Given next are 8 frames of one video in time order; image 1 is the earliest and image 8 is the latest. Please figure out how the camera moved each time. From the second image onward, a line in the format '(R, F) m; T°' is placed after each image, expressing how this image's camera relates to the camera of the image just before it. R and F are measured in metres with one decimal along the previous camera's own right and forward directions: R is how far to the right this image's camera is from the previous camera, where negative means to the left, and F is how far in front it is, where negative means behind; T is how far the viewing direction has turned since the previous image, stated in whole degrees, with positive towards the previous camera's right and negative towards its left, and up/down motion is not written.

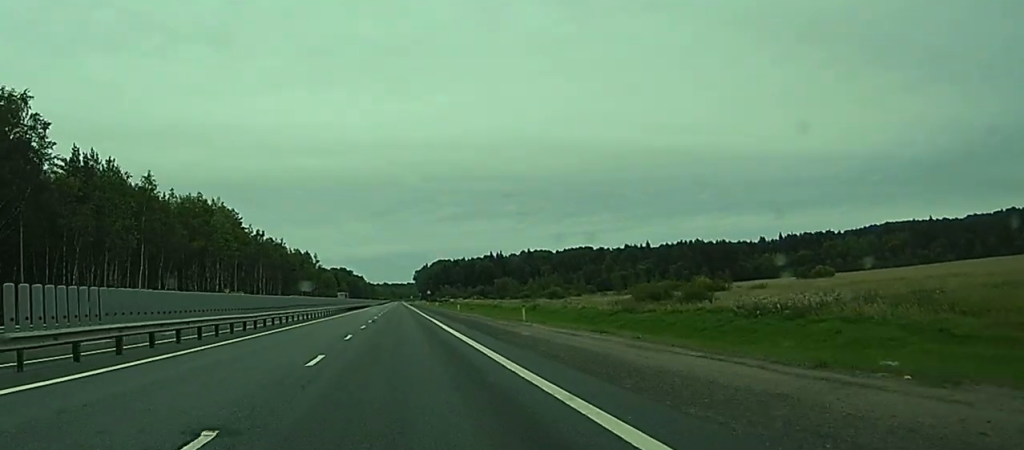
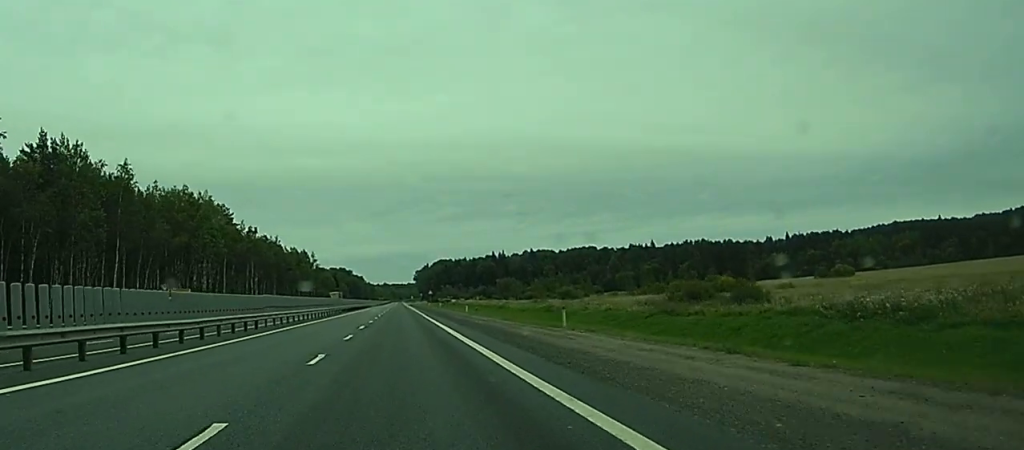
(0.0, +11.5) m; 0°
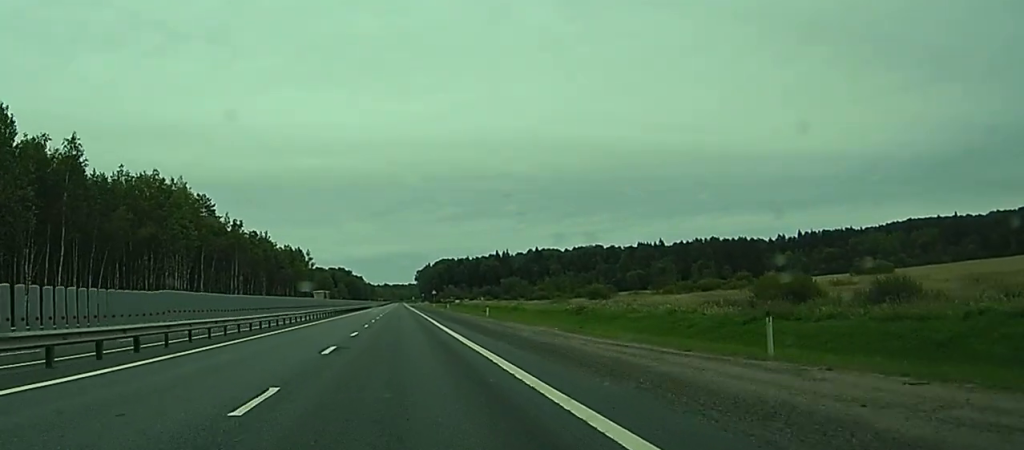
(0.0, +19.7) m; 0°
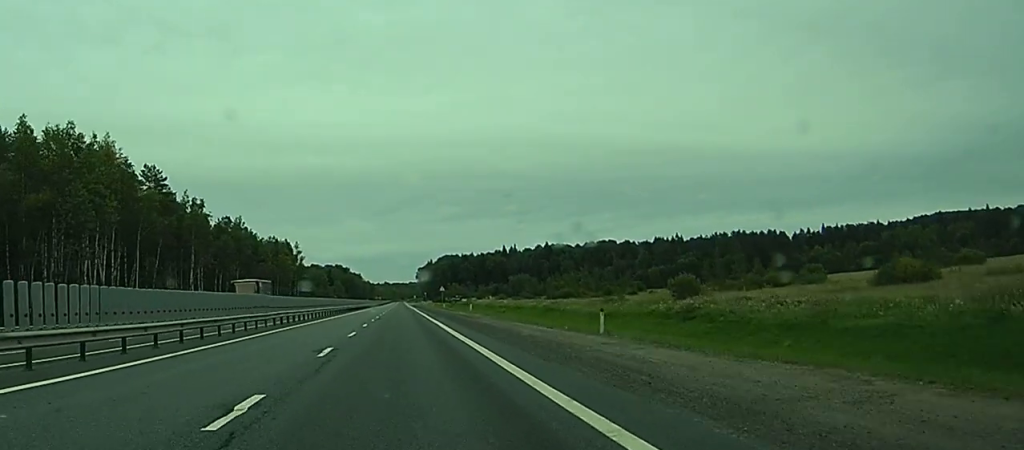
(0.0, +36.9) m; 0°
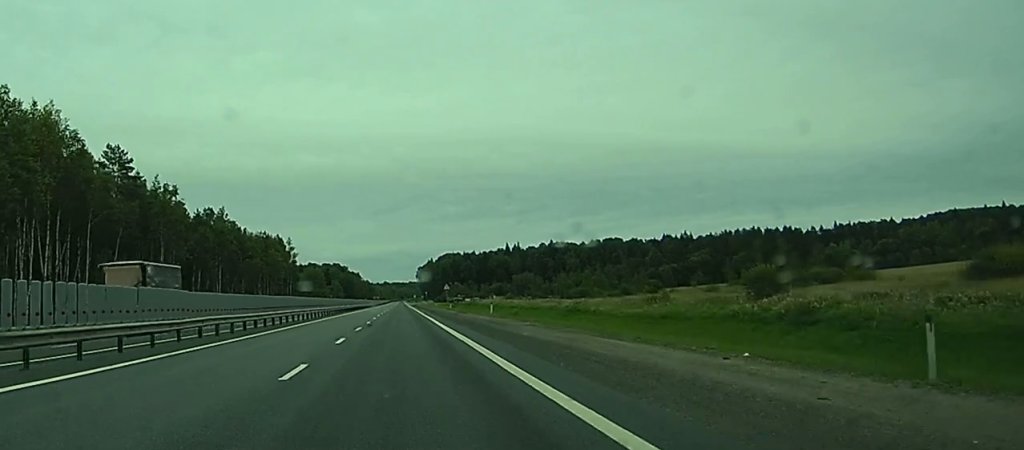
(-0.1, +18.0) m; 0°
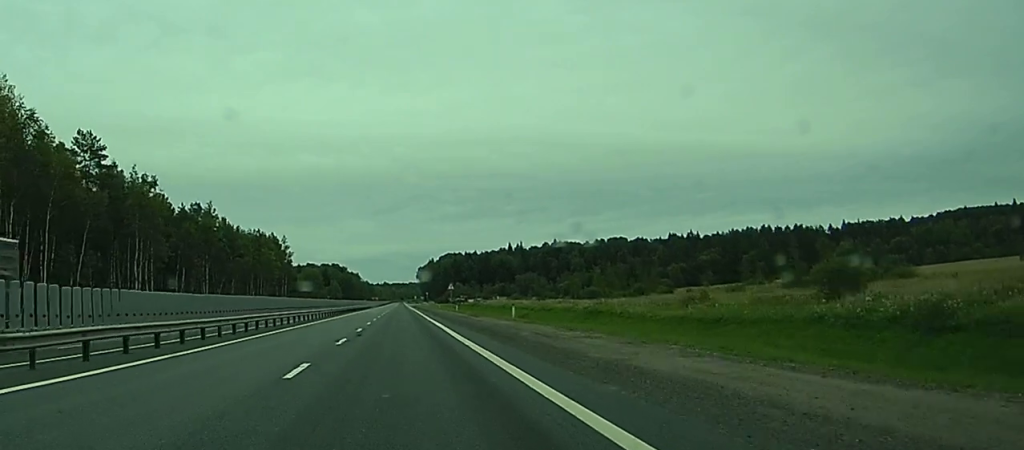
(0.0, +11.4) m; 0°
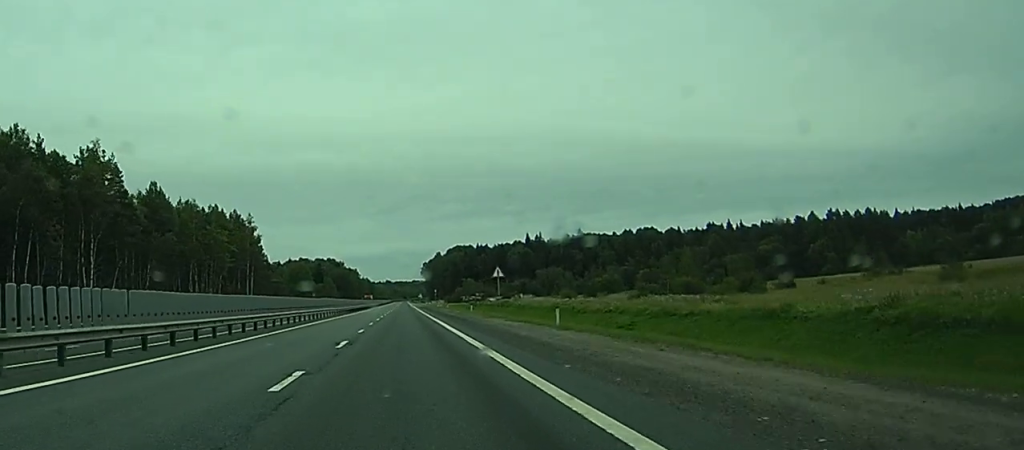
(0.0, +61.0) m; 0°
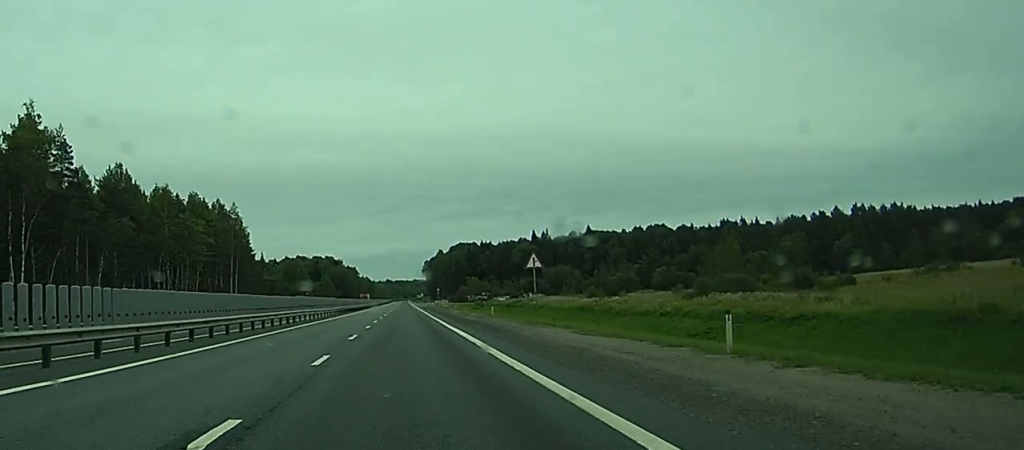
(+0.1, +18.8) m; 0°
